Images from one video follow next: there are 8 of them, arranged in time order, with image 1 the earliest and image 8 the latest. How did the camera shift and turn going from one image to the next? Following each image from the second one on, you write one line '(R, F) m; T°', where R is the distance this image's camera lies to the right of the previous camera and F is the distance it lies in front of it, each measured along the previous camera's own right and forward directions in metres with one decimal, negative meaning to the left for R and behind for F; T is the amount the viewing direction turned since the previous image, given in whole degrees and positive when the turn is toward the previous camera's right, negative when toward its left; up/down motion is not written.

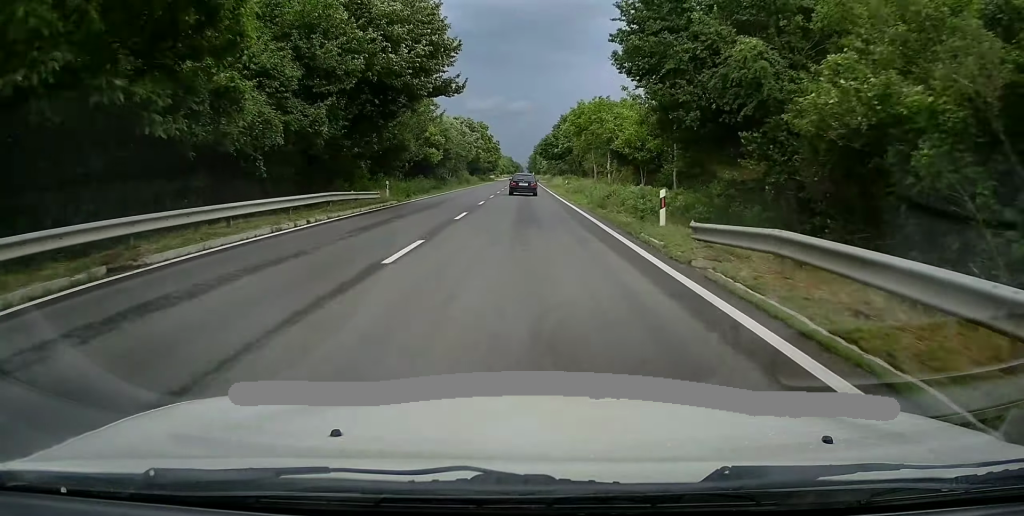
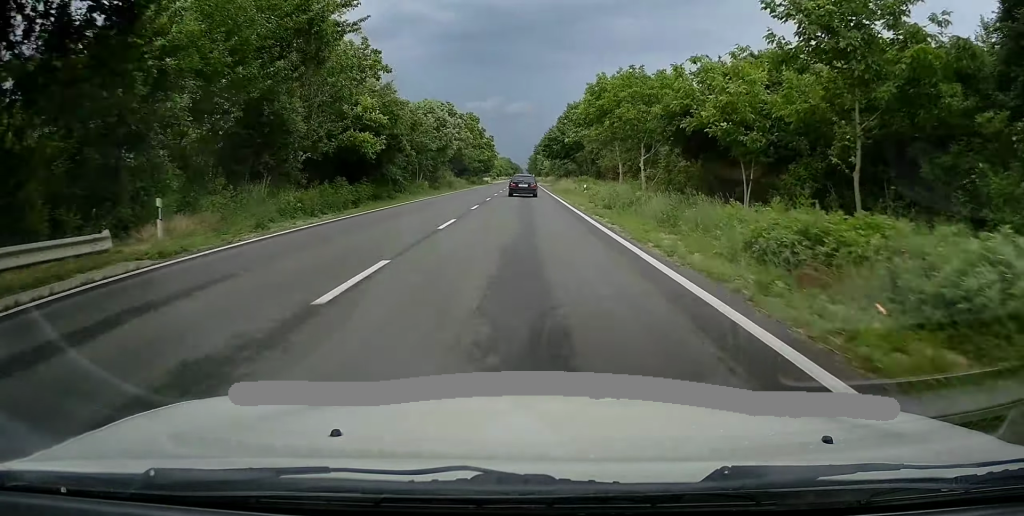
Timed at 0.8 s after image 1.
(0.0, +20.8) m; -1°
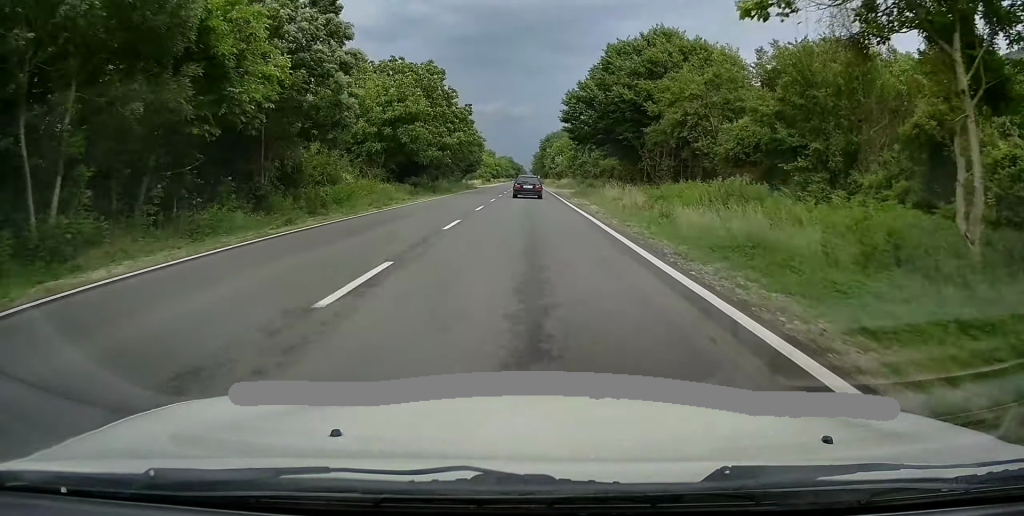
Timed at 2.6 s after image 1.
(+0.1, +44.4) m; 0°
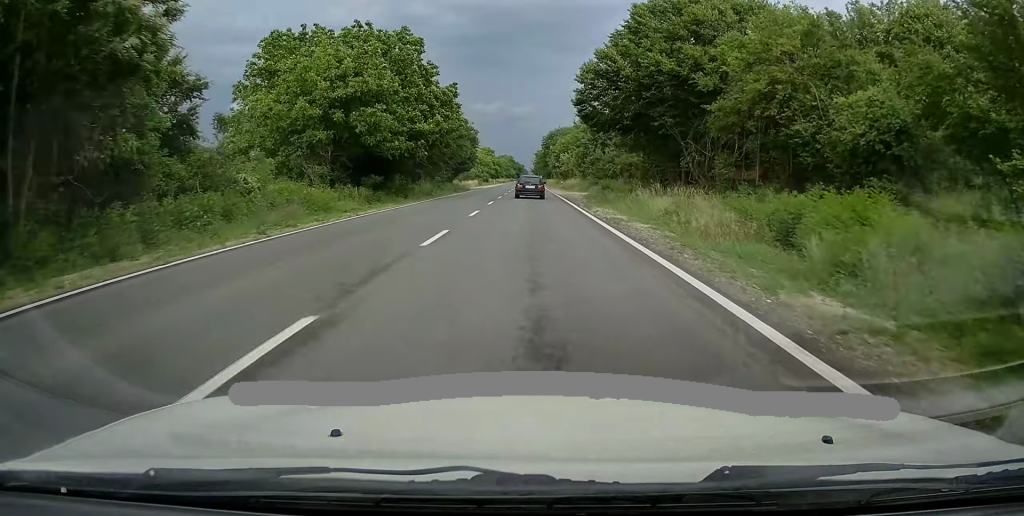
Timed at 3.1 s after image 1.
(-0.2, +12.4) m; 0°
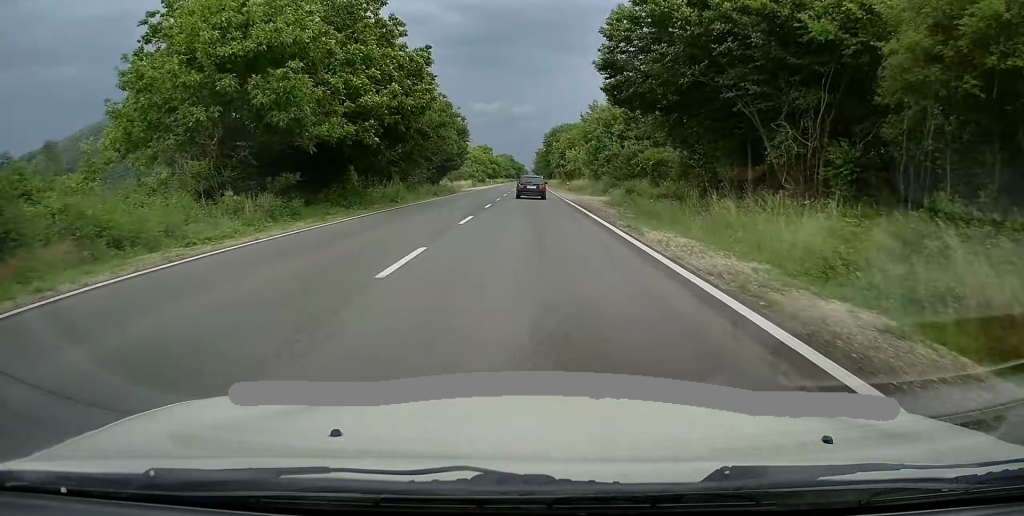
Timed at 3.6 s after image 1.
(-0.3, +12.4) m; 0°
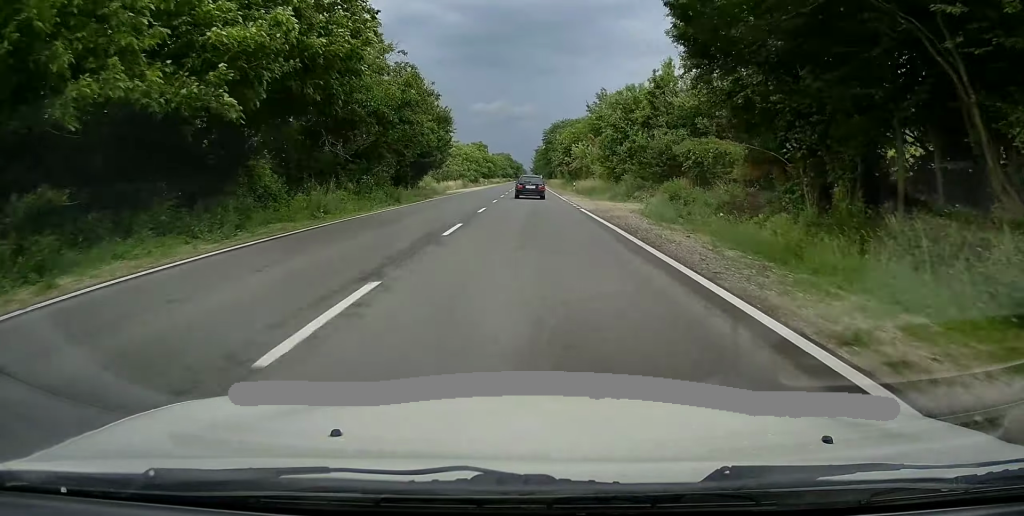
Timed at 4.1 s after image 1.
(+0.2, +12.4) m; 0°
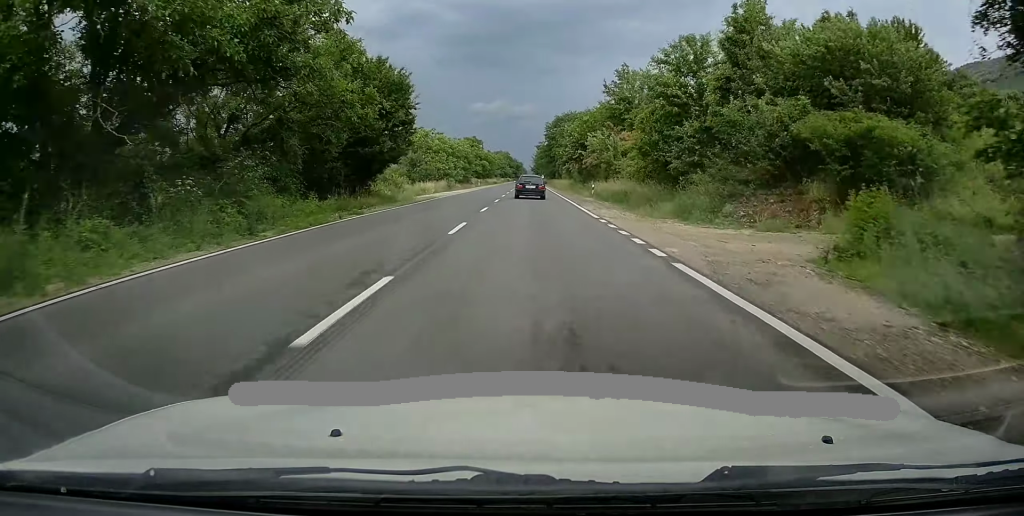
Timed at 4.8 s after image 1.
(+0.2, +17.3) m; 0°
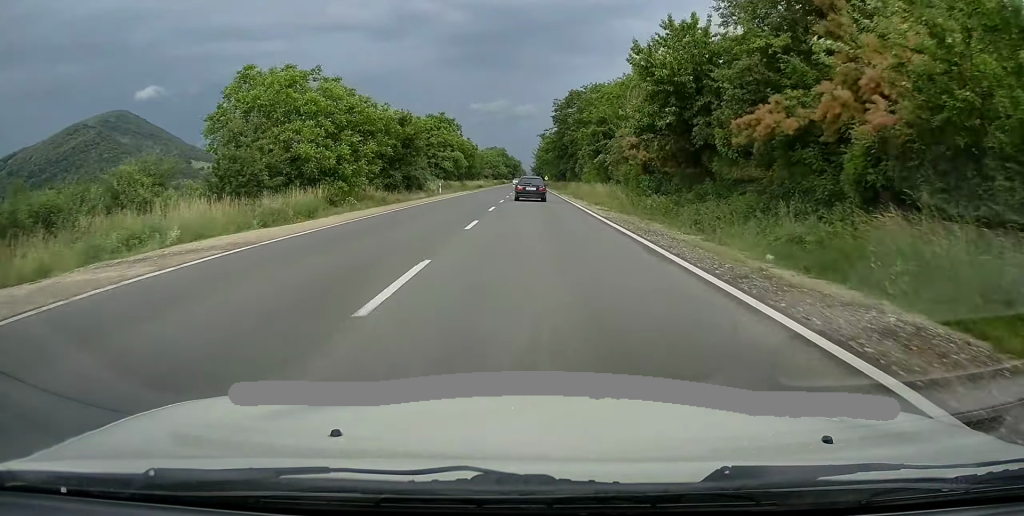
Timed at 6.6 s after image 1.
(0.0, +42.6) m; 0°
